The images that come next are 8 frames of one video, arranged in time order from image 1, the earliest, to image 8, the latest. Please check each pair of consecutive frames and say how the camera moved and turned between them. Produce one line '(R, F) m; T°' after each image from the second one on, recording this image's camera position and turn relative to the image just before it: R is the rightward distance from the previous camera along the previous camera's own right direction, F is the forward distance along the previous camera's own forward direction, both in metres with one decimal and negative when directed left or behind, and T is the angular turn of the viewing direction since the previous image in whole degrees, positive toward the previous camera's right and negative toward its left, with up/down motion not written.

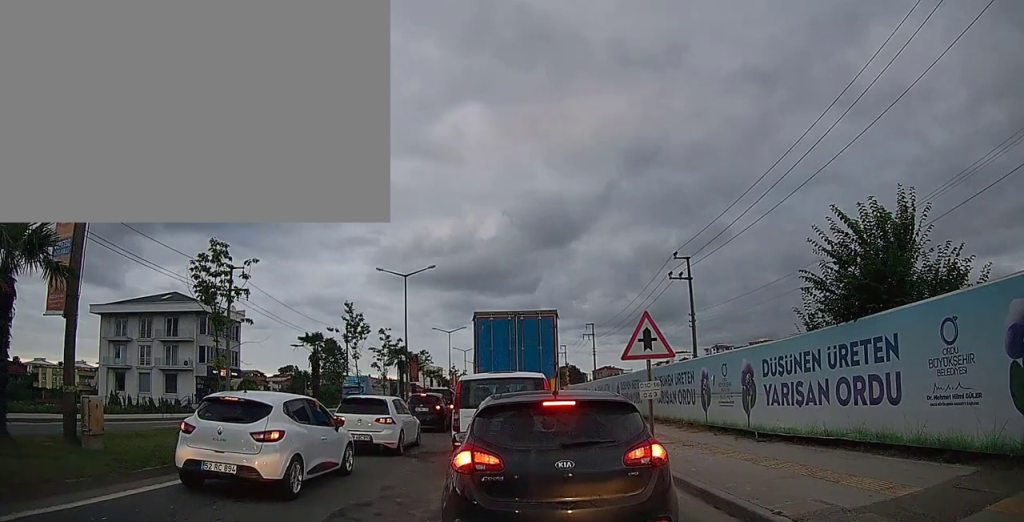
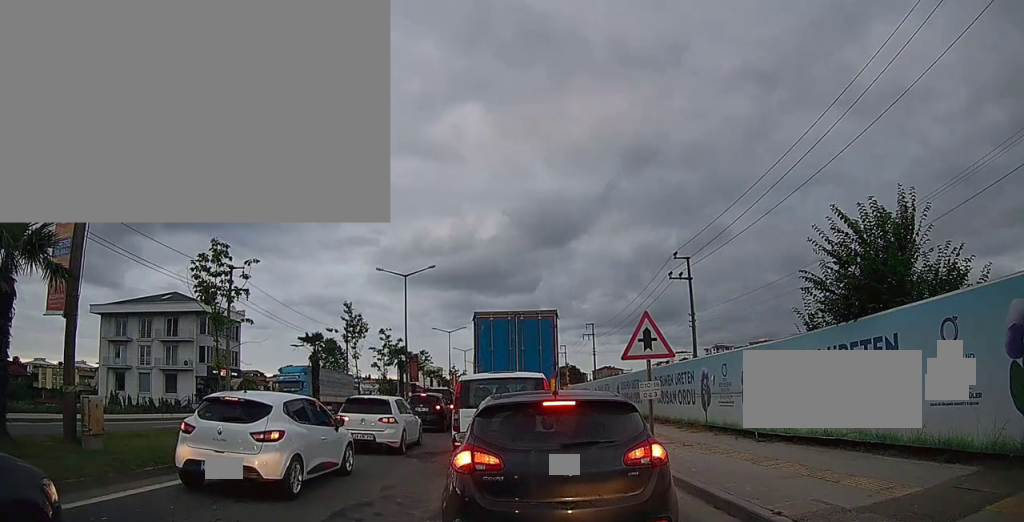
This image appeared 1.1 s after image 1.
(0.0, 0.0) m; 0°
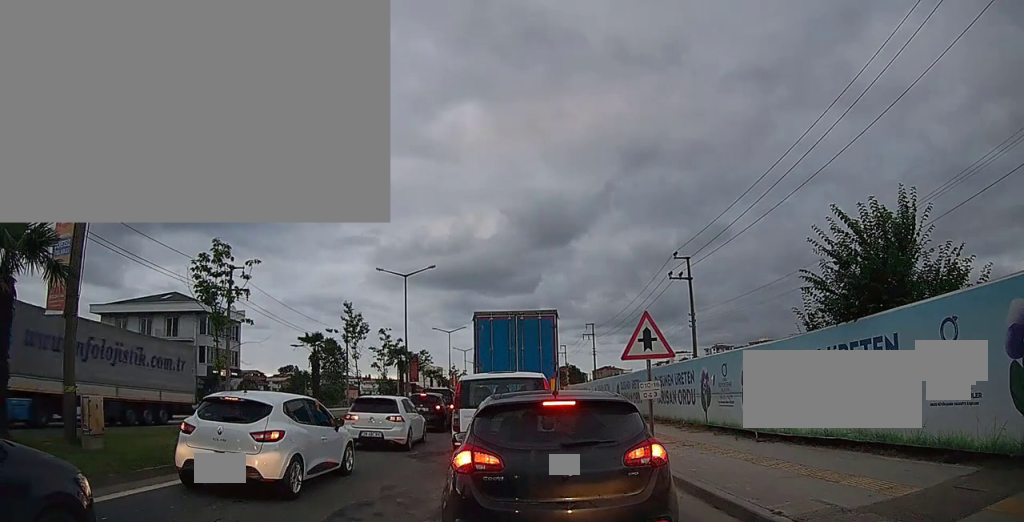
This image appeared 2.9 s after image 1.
(0.0, 0.0) m; 0°
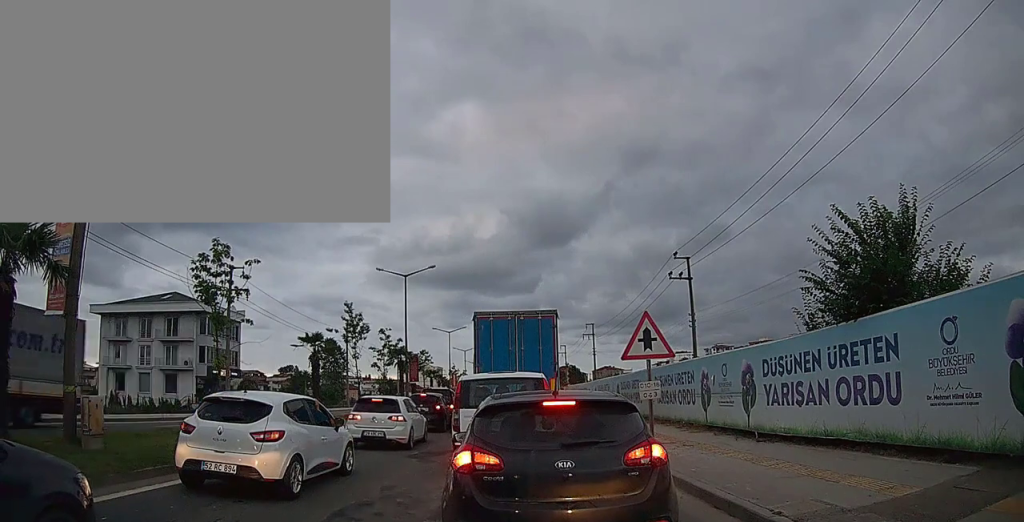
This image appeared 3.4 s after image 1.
(0.0, 0.0) m; 0°
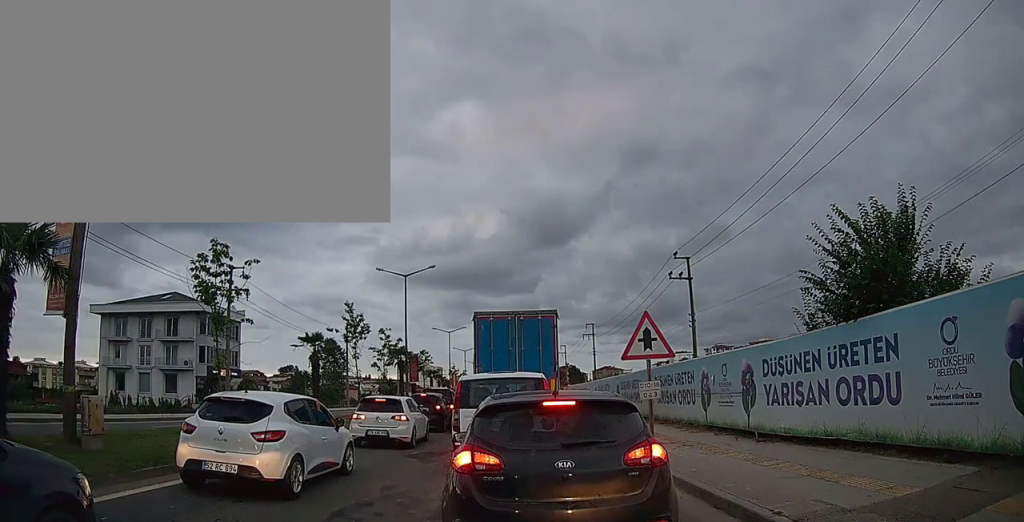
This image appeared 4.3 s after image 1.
(0.0, 0.0) m; 0°
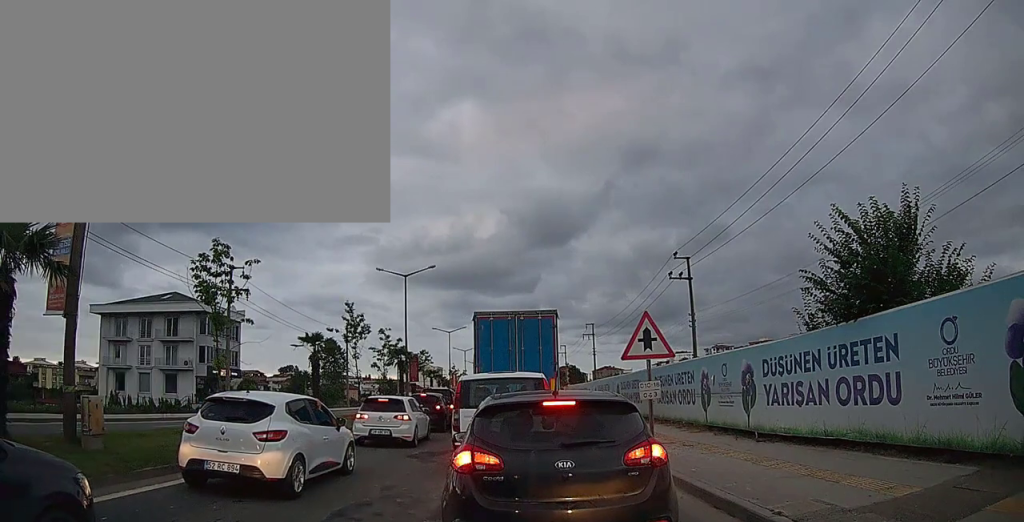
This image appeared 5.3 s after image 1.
(0.0, 0.0) m; 0°
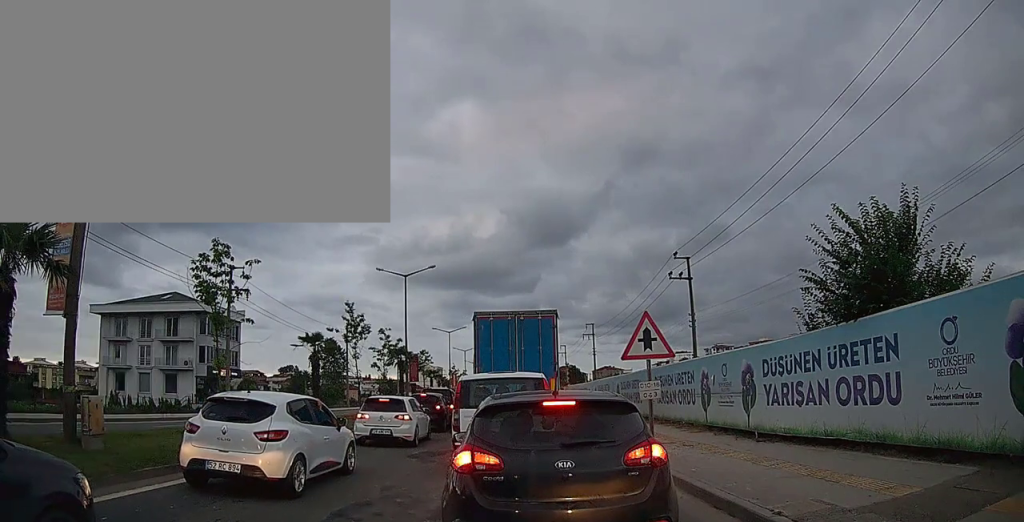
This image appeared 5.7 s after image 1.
(0.0, 0.0) m; 0°
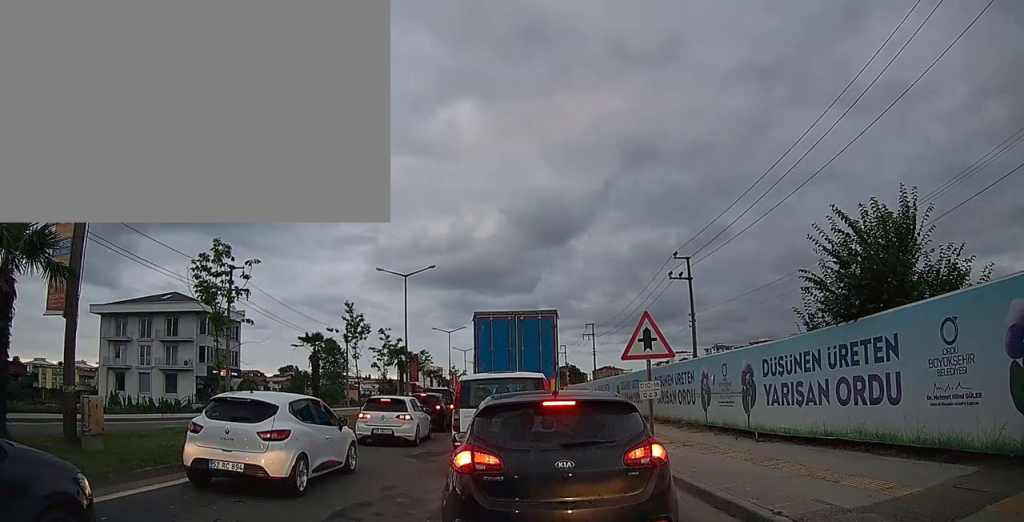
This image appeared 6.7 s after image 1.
(0.0, 0.0) m; 0°
